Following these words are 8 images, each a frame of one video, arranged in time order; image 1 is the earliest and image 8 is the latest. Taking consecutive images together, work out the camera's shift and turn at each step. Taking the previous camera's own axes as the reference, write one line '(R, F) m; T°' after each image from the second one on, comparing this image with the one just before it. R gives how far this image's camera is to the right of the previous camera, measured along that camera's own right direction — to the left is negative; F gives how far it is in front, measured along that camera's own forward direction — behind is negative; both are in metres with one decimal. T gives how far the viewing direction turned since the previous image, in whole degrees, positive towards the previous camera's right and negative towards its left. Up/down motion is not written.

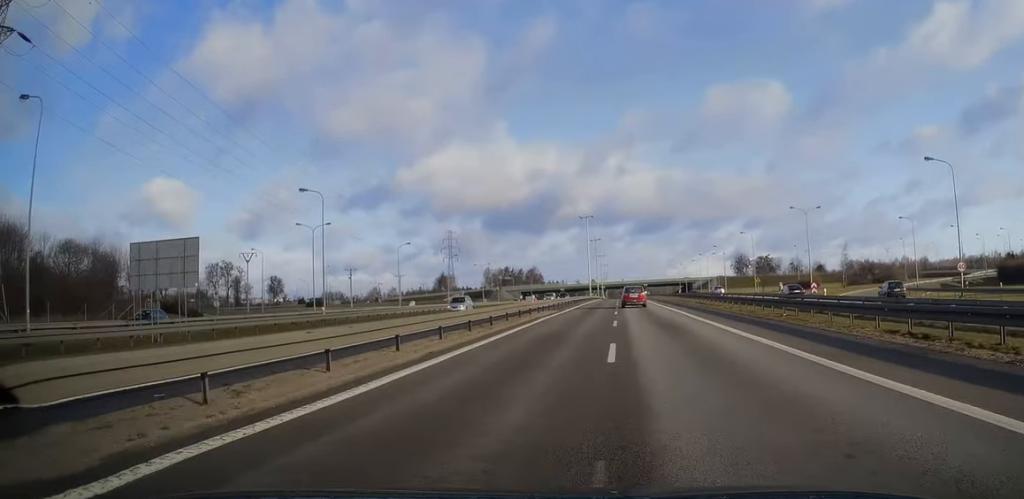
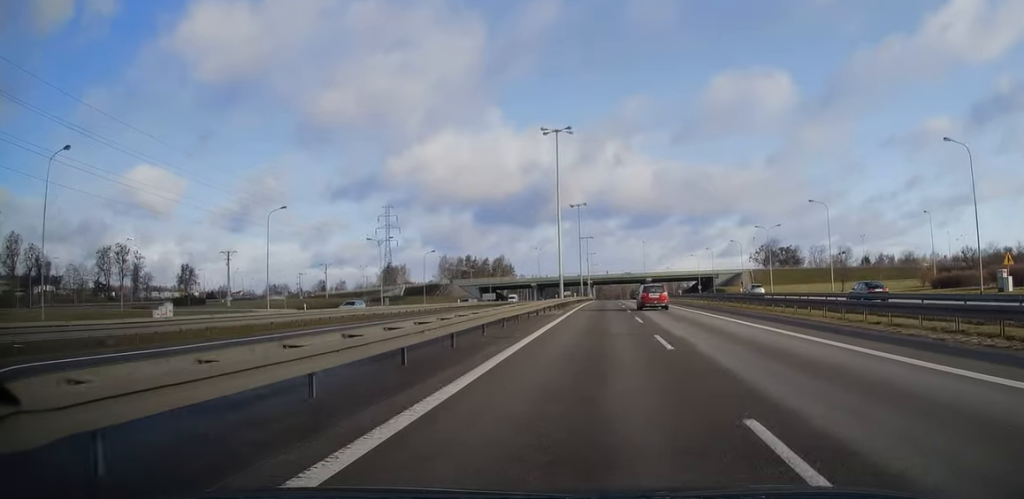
(+0.3, +70.1) m; +1°
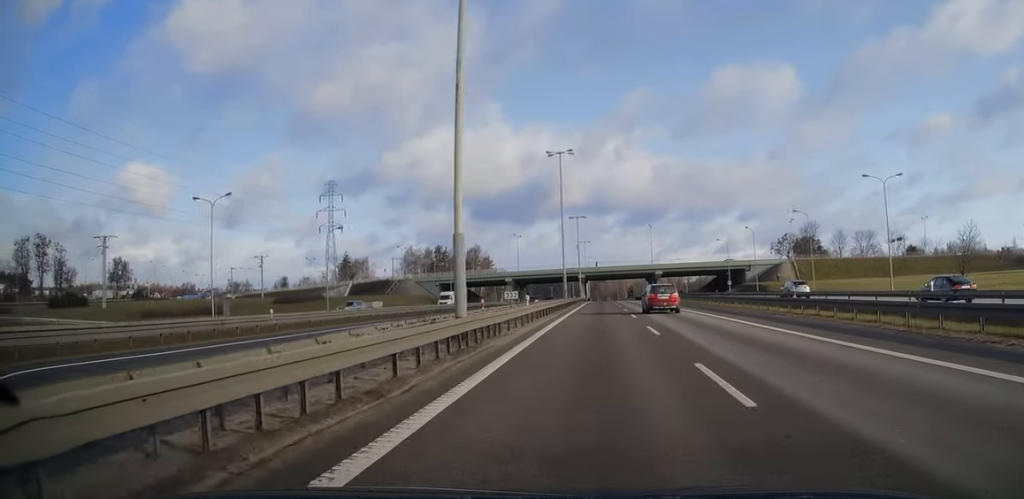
(+0.4, +43.0) m; +1°
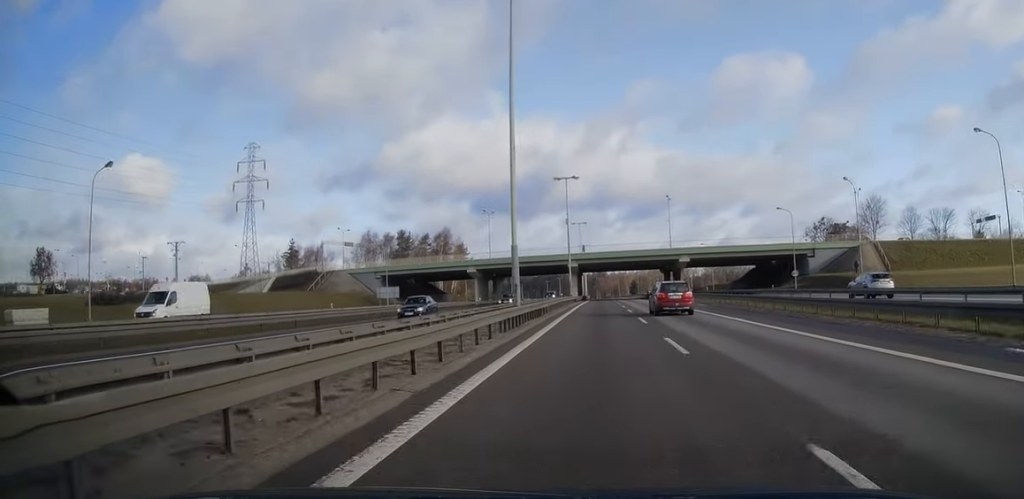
(0.0, +41.9) m; 0°
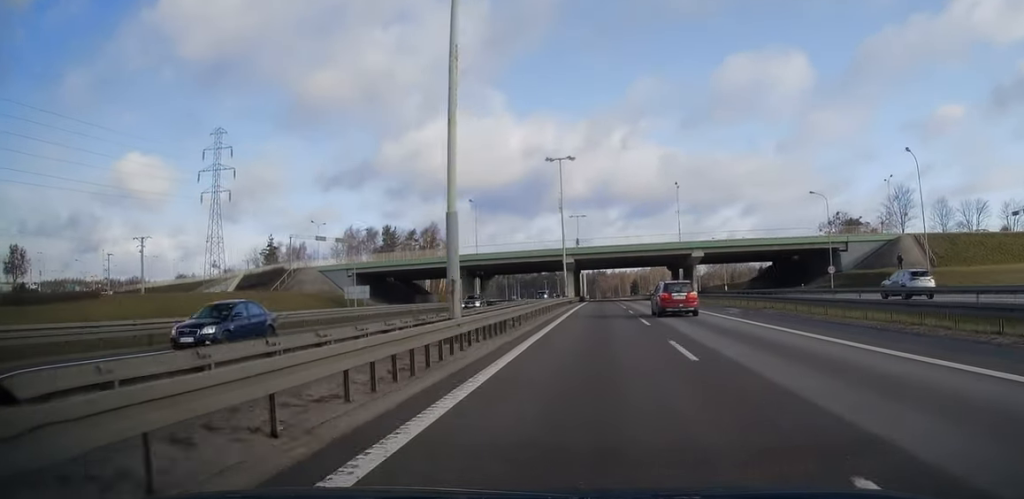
(0.0, +13.1) m; 0°
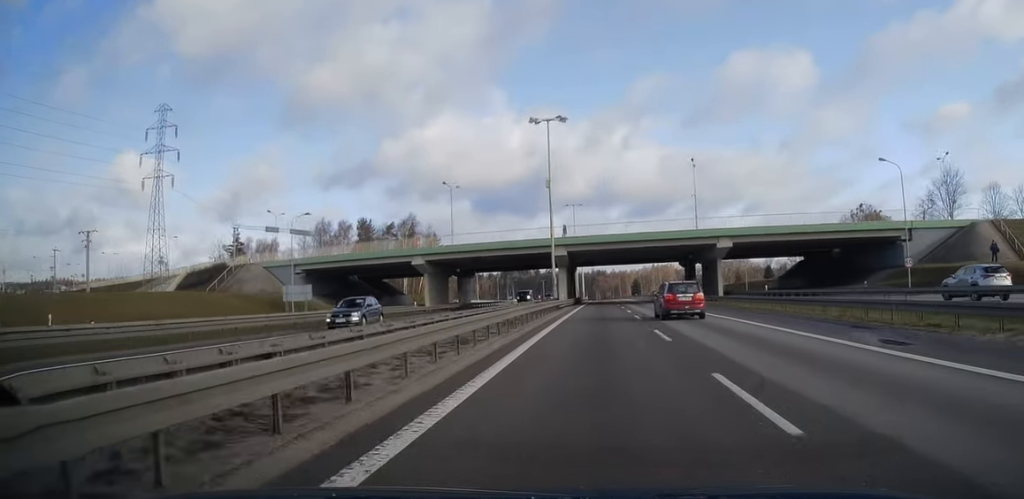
(+0.1, +18.0) m; 0°
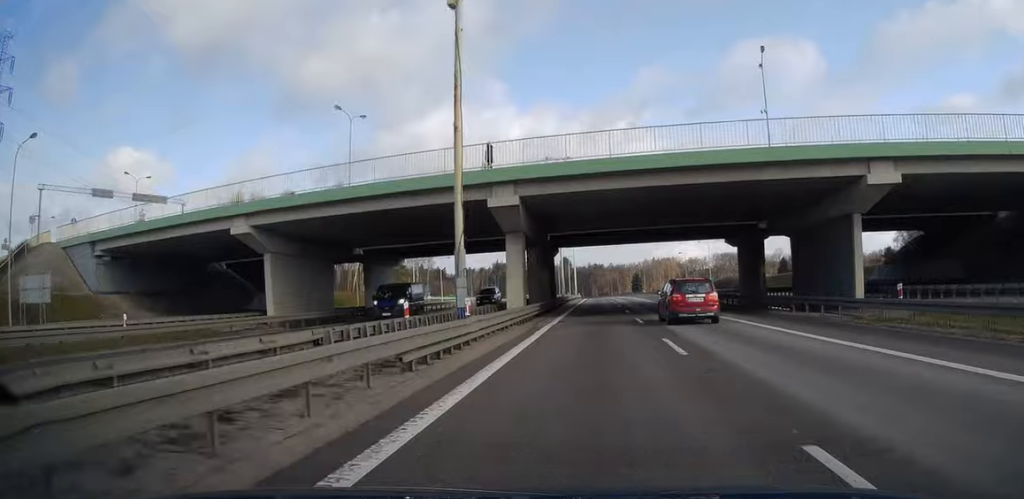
(0.0, +37.5) m; 0°
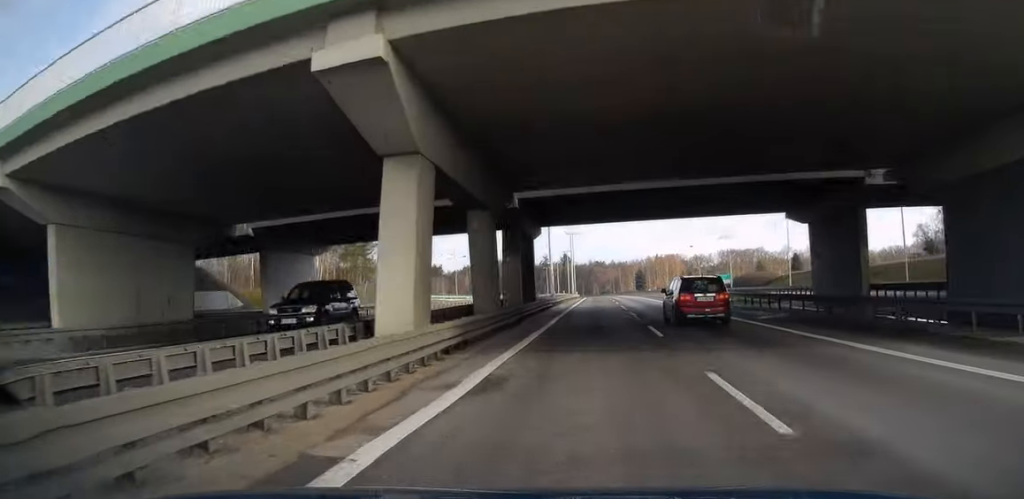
(+0.1, +19.1) m; 0°
